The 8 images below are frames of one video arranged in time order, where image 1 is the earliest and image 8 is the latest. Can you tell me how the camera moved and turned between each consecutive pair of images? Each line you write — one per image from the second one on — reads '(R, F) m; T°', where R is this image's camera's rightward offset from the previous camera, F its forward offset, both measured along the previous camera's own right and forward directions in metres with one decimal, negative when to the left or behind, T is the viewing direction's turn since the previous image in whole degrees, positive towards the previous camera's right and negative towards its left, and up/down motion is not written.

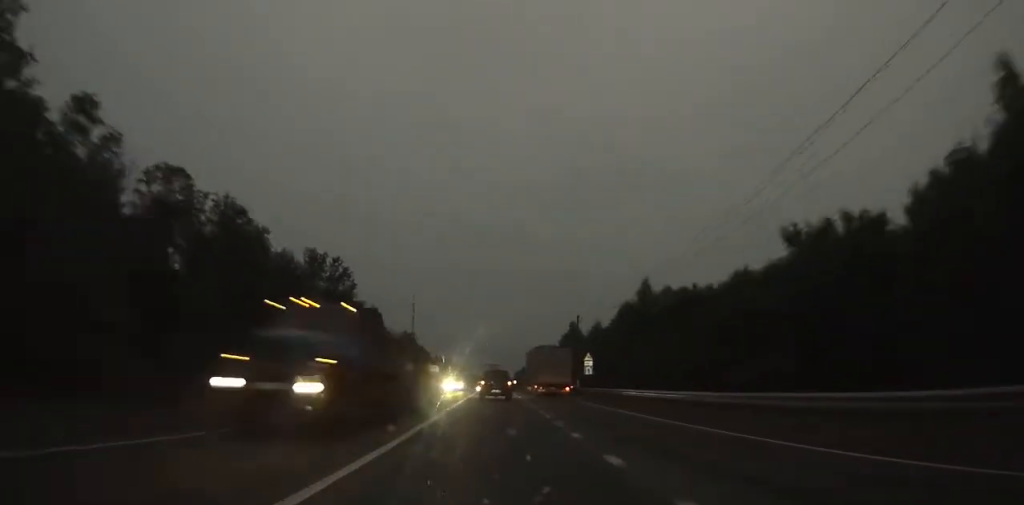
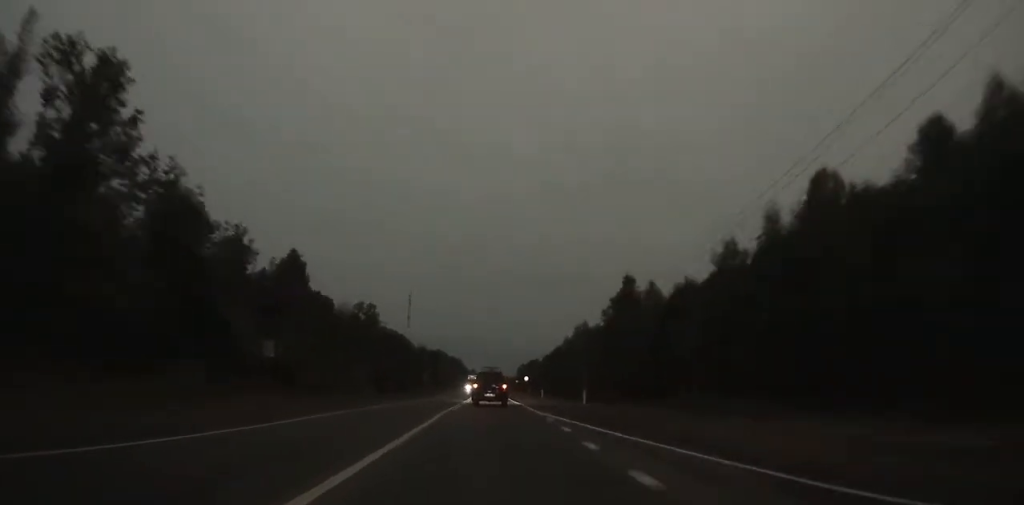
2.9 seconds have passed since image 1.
(-0.1, +61.7) m; 0°
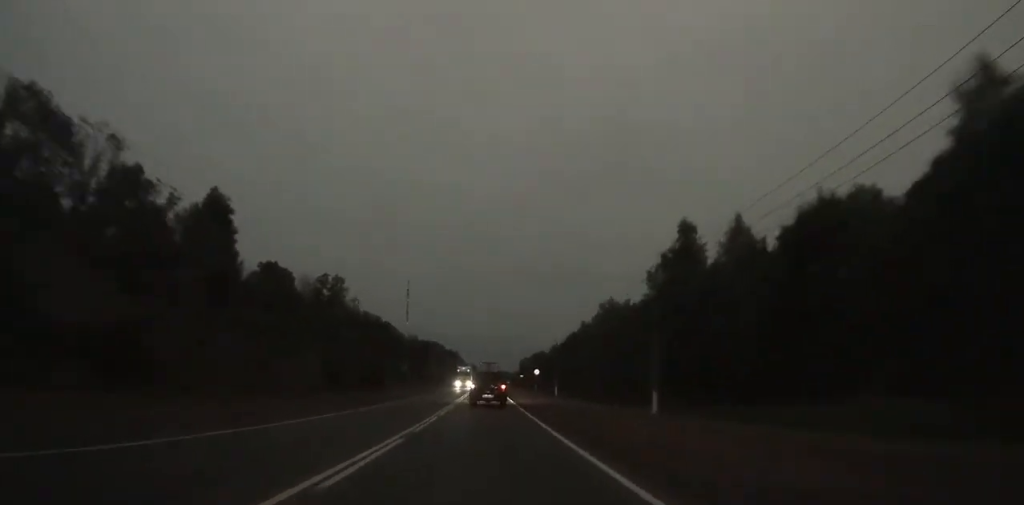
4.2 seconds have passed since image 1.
(0.0, +28.0) m; 0°
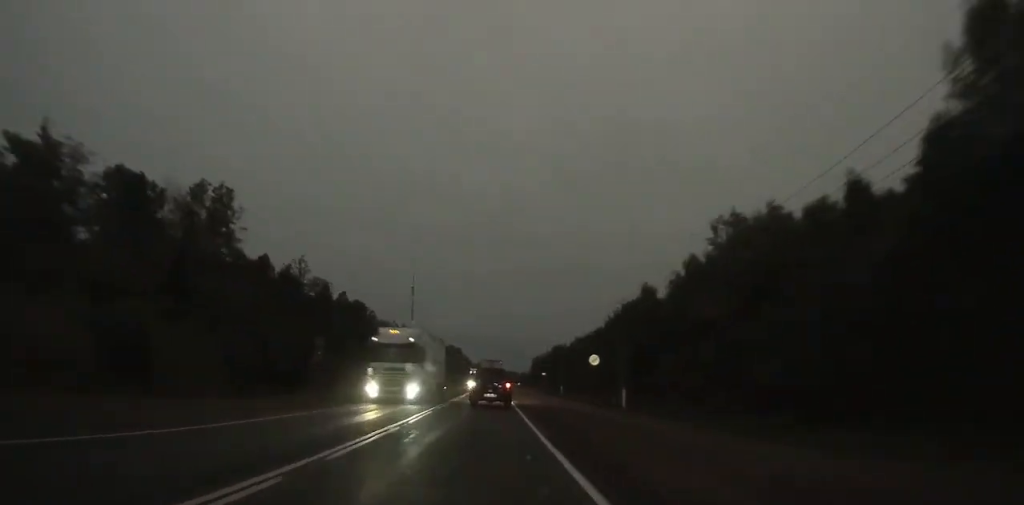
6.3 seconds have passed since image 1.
(-0.2, +45.3) m; 0°
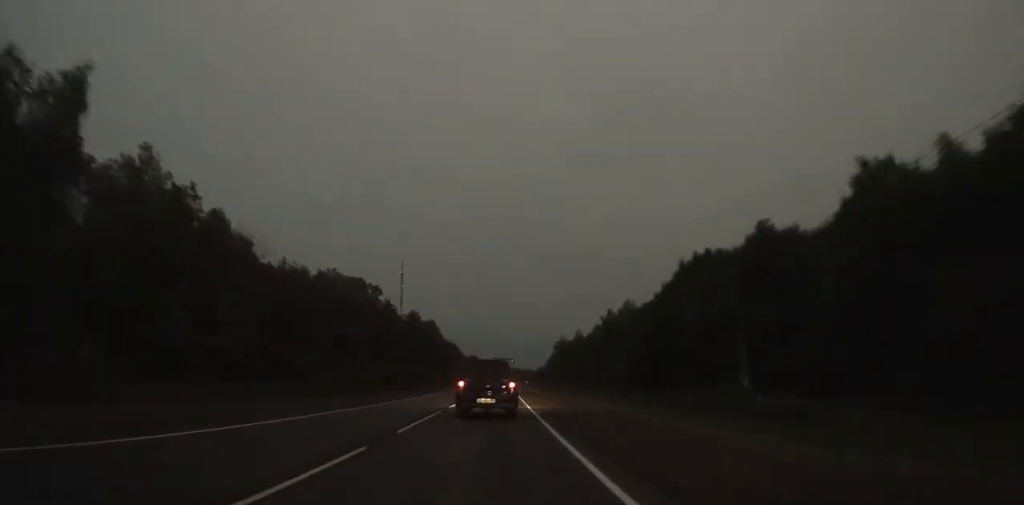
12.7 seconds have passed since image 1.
(-0.1, +135.7) m; 0°
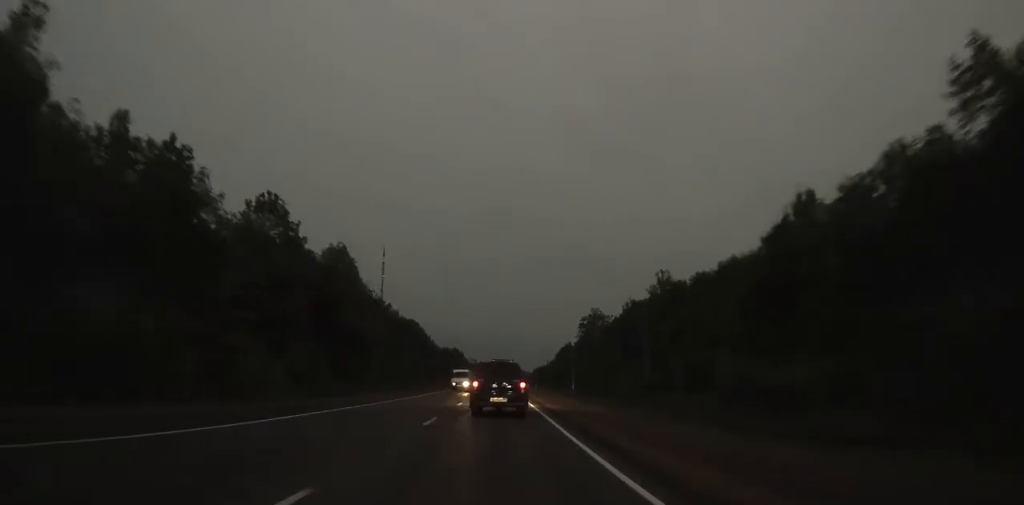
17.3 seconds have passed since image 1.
(+0.5, +95.3) m; +1°
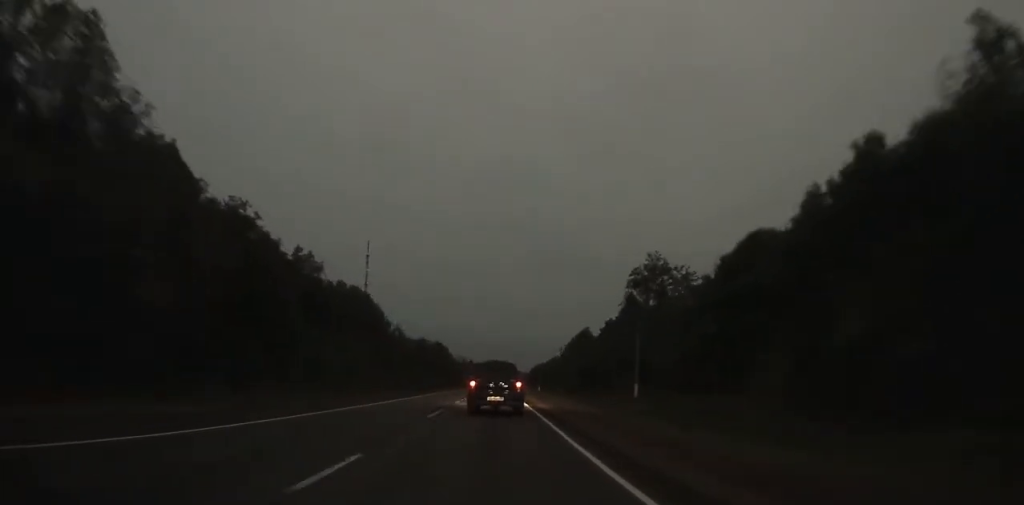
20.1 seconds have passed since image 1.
(+0.4, +58.2) m; +1°
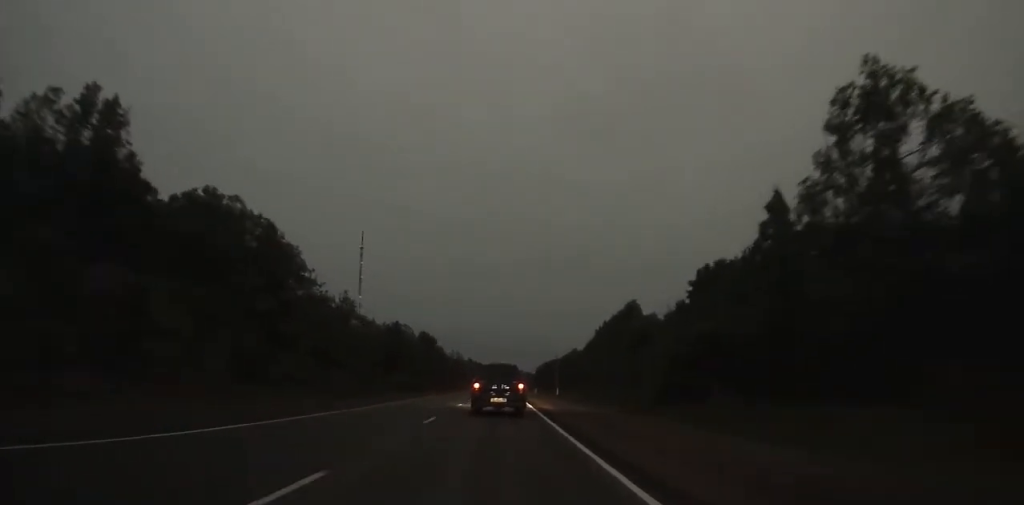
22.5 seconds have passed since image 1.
(+0.3, +50.3) m; 0°
